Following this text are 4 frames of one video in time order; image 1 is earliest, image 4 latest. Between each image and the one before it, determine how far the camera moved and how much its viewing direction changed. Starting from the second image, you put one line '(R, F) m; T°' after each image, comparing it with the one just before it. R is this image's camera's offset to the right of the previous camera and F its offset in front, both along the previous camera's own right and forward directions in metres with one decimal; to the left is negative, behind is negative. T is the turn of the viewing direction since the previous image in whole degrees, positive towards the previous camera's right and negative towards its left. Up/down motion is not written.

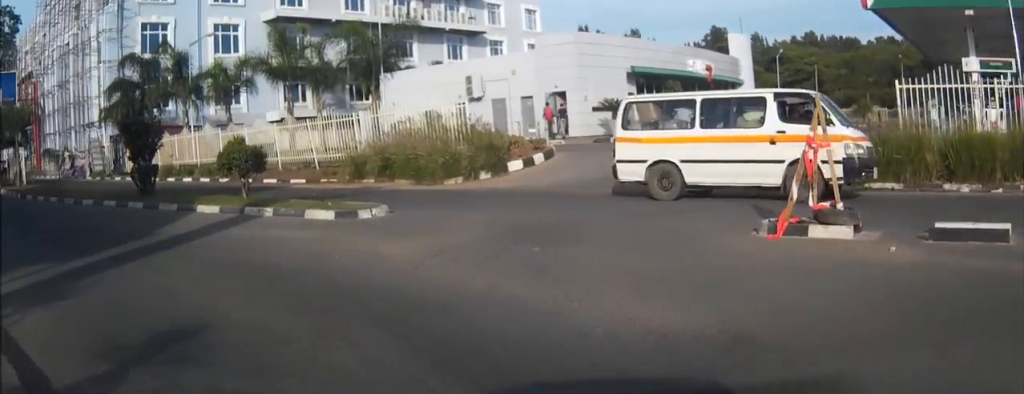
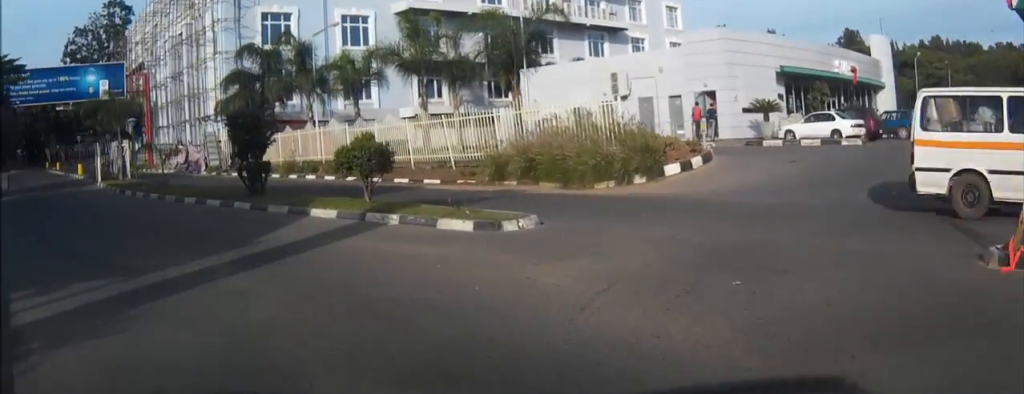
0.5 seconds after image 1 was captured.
(0.0, +1.8) m; -11°
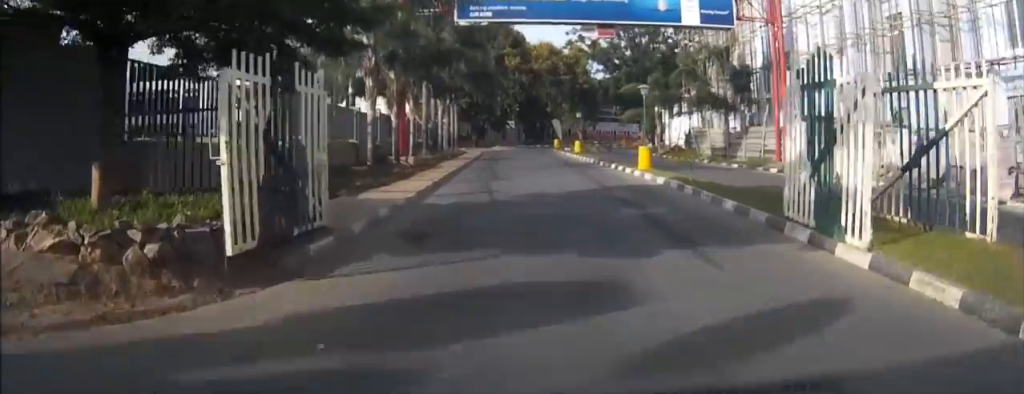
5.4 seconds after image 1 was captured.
(-15.0, +23.1) m; -36°
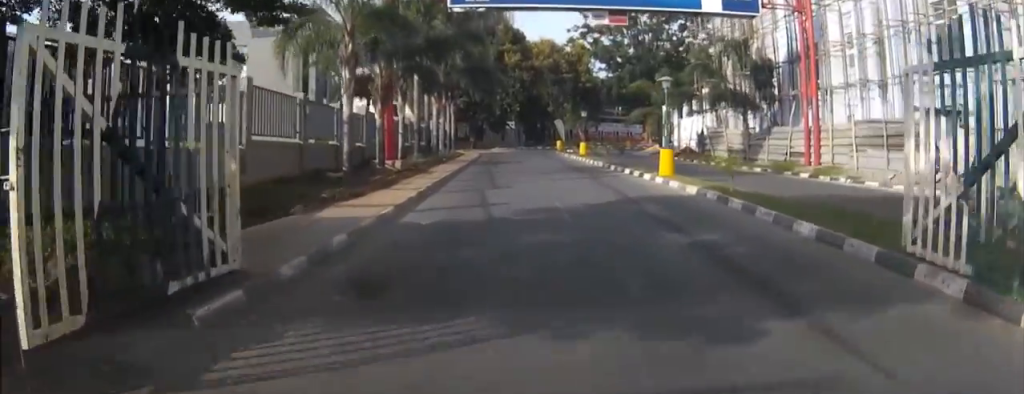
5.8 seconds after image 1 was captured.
(-0.1, +3.4) m; 0°
